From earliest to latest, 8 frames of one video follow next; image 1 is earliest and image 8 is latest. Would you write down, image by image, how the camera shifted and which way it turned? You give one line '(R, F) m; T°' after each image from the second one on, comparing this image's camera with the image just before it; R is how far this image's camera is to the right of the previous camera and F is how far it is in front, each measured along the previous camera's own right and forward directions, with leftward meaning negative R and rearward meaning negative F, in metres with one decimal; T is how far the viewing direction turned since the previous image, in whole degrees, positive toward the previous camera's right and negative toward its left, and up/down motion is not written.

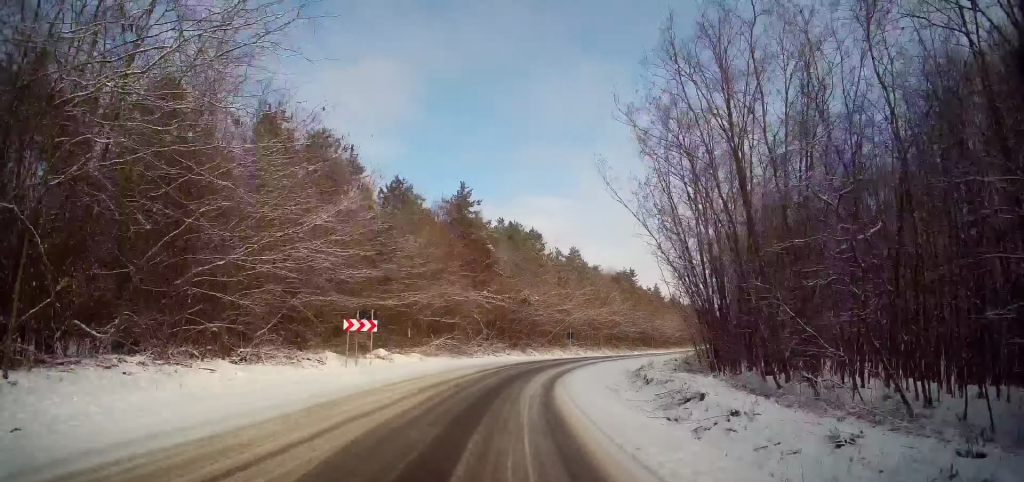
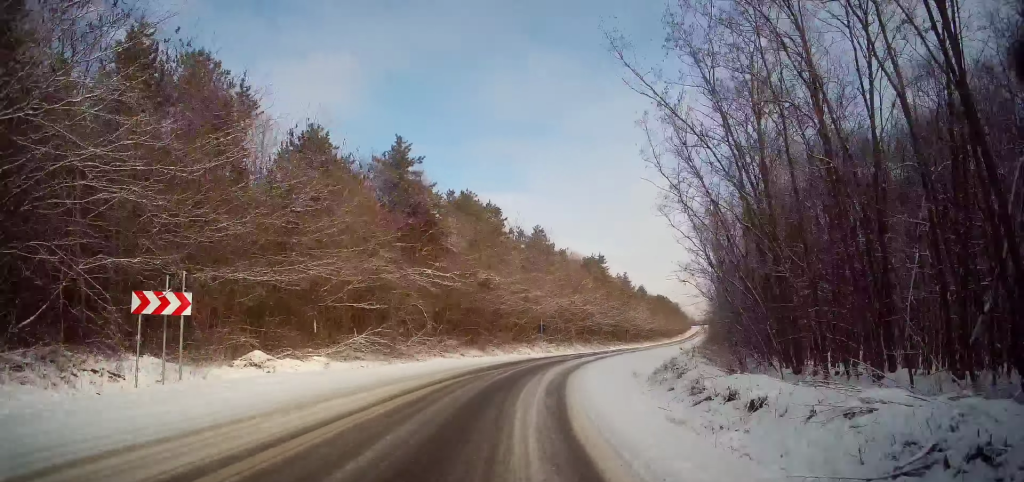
(+0.4, +12.9) m; +5°
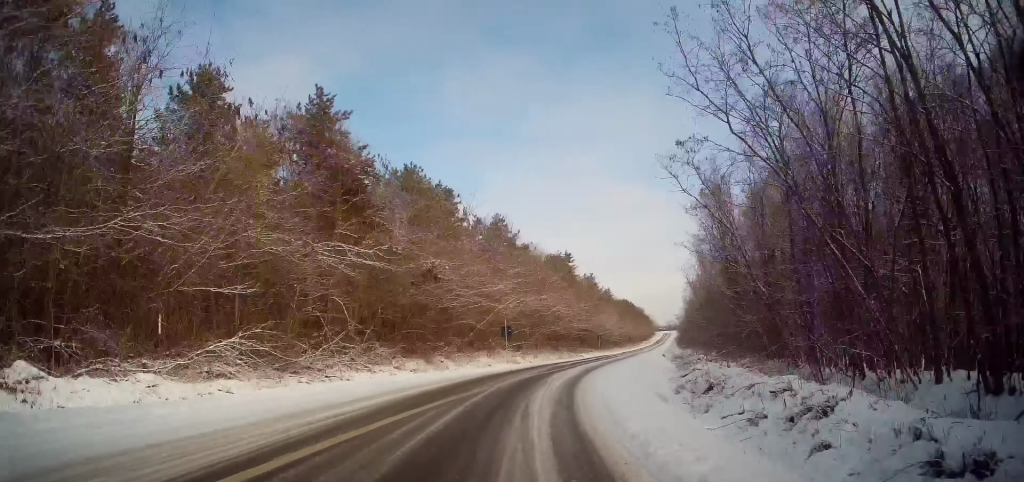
(+0.5, +10.5) m; +5°
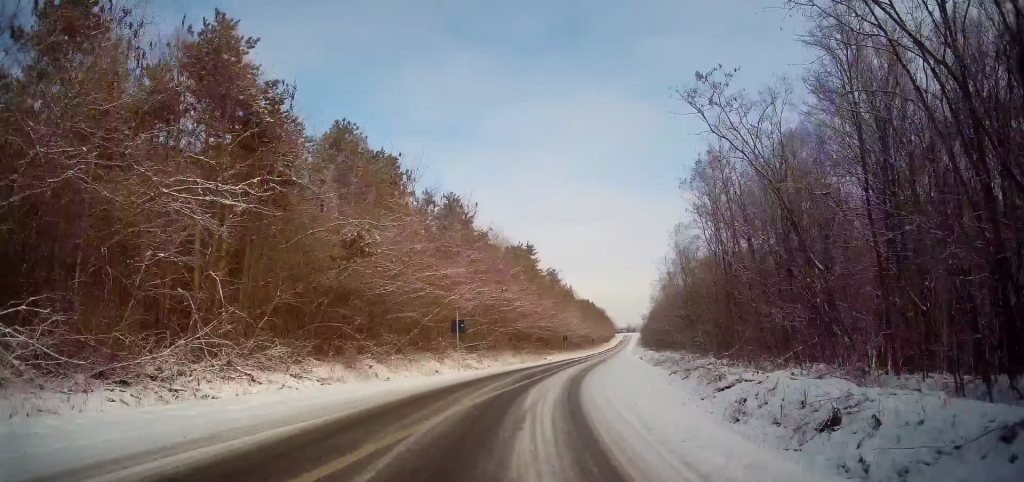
(-0.1, +8.8) m; +5°
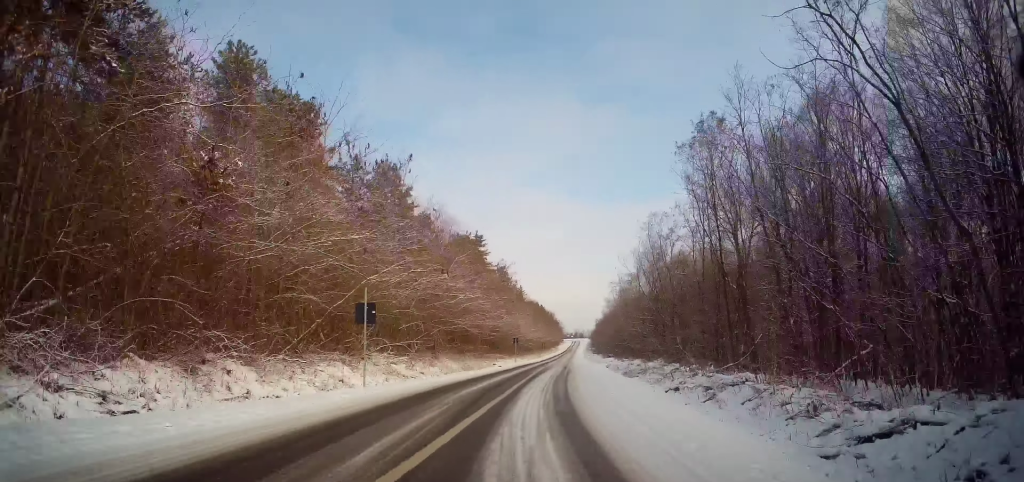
(+0.8, +9.4) m; +4°
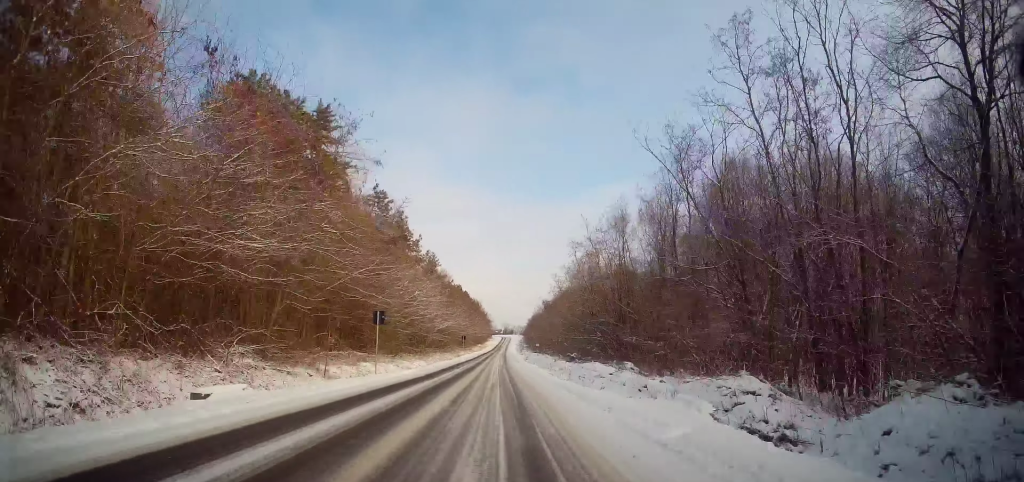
(+4.3, +38.1) m; +9°
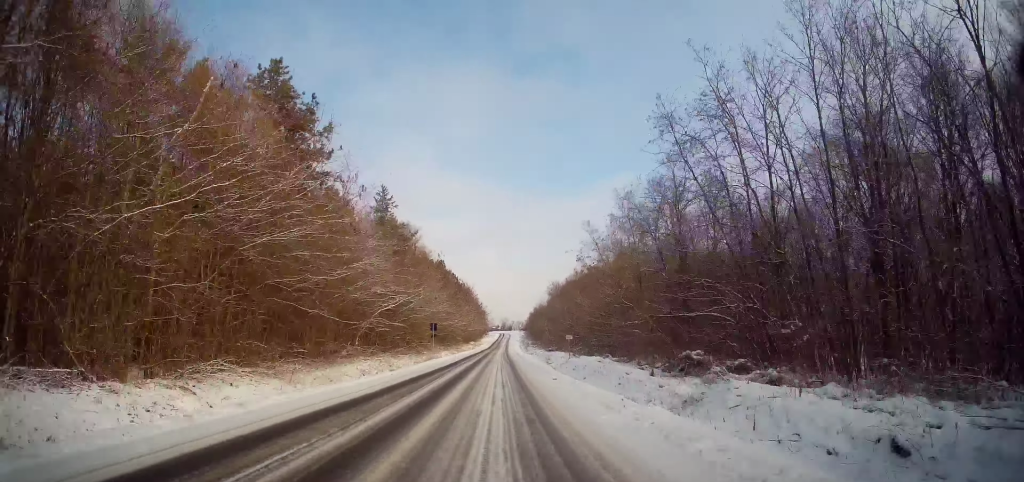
(0.0, +35.8) m; 0°
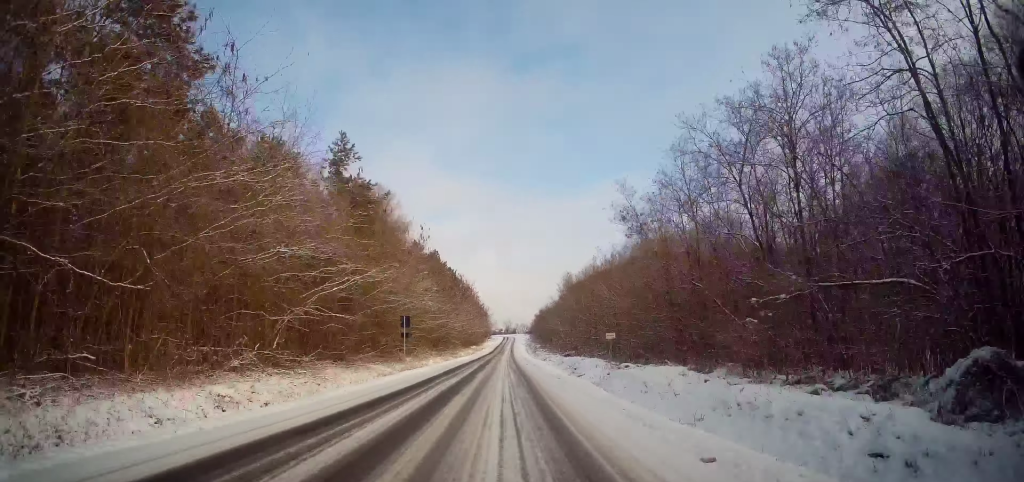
(0.0, +15.8) m; 0°
